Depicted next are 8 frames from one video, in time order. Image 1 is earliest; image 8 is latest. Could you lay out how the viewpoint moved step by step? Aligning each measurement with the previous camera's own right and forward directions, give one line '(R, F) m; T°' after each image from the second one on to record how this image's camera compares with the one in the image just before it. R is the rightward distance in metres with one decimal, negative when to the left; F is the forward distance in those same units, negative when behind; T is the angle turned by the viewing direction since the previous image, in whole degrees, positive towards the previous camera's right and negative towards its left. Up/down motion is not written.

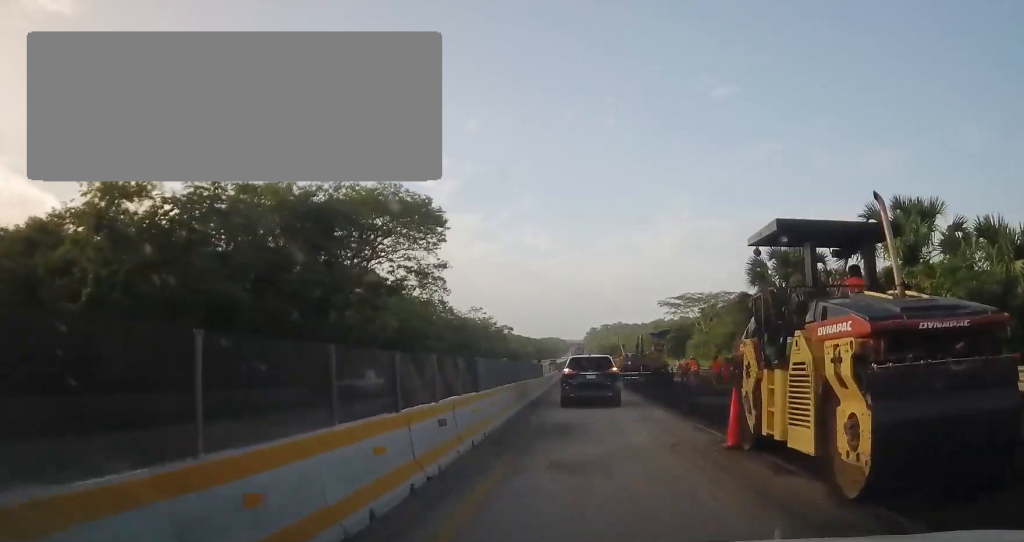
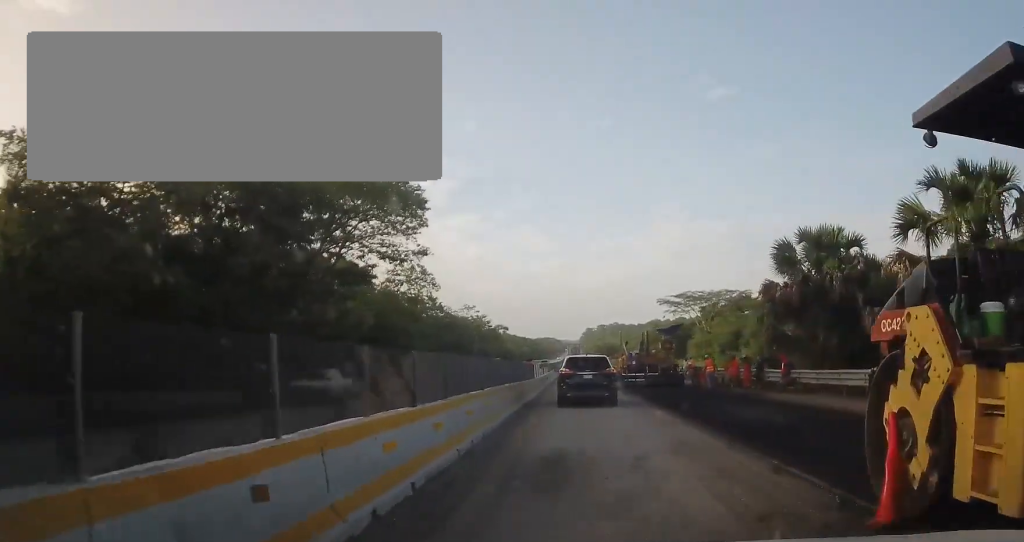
(+0.3, +5.3) m; +2°
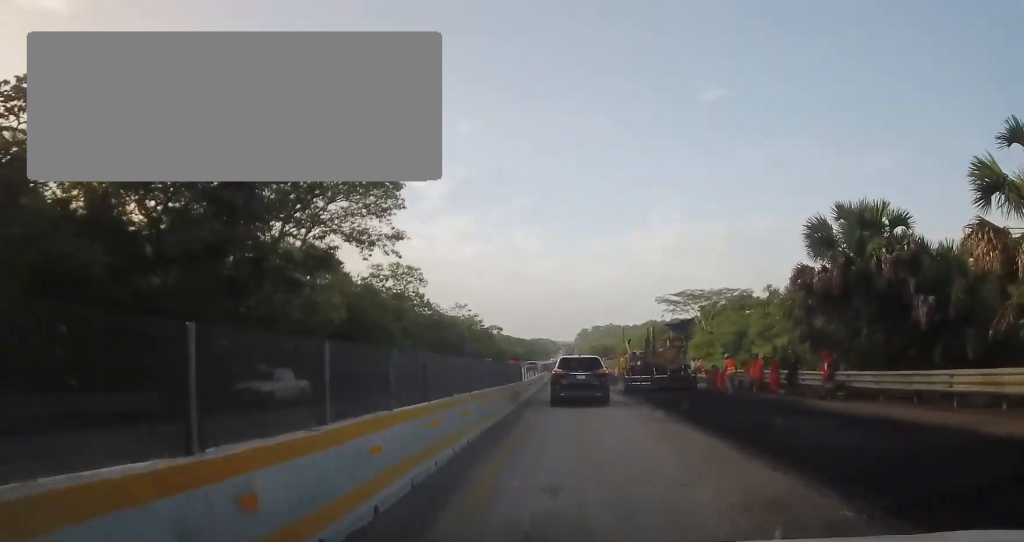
(+0.1, +5.2) m; +1°
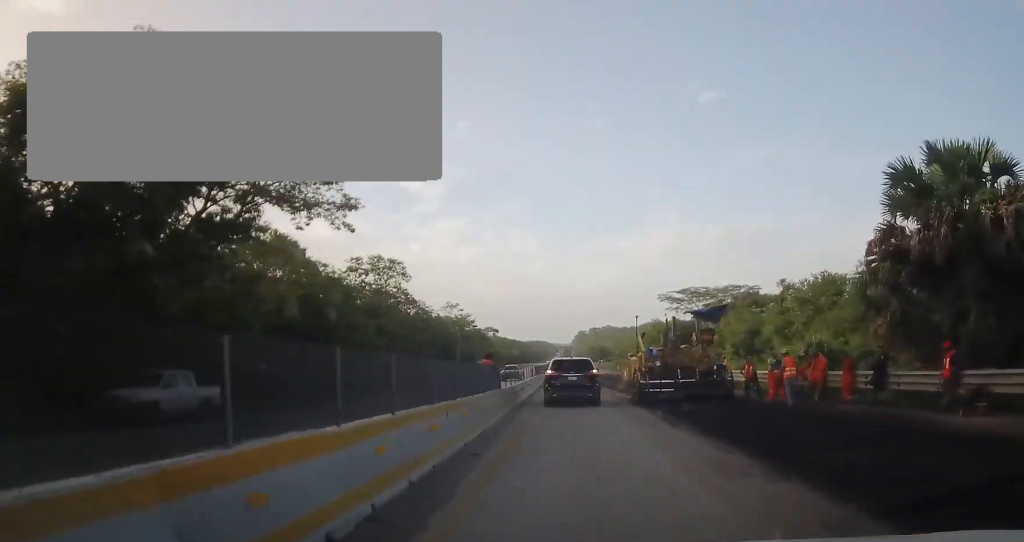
(0.0, +7.8) m; 0°
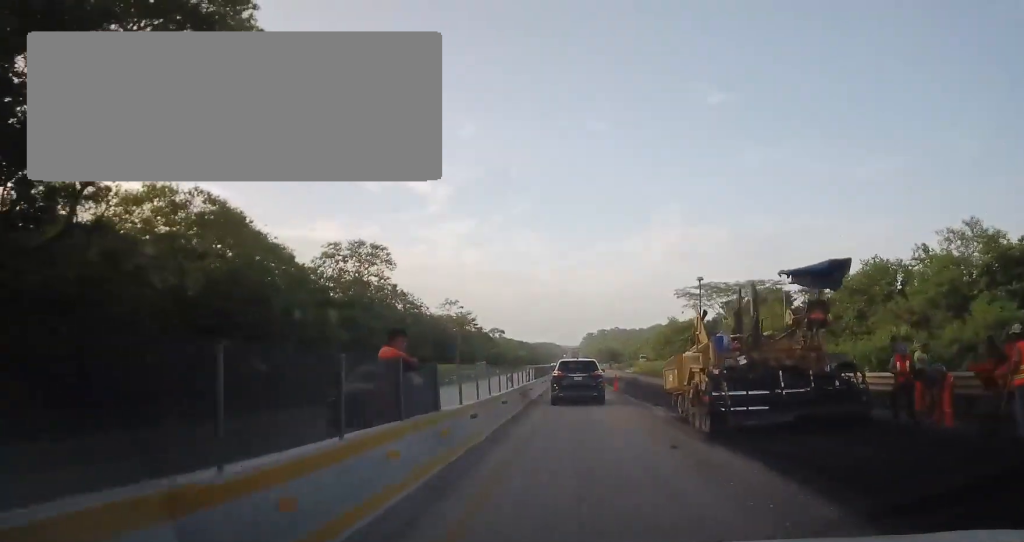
(0.0, +10.3) m; 0°
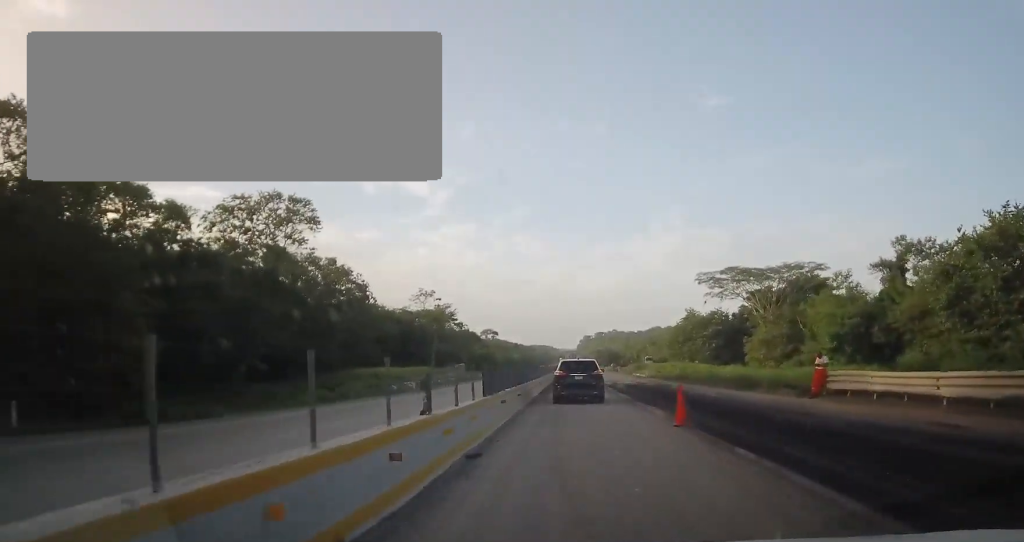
(-0.3, +20.1) m; -1°
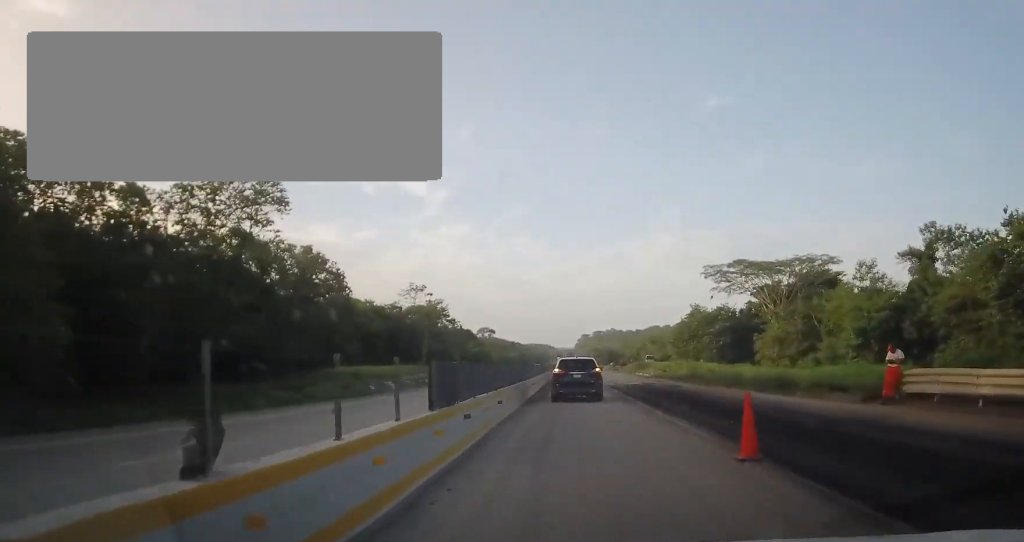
(0.0, +5.5) m; 0°
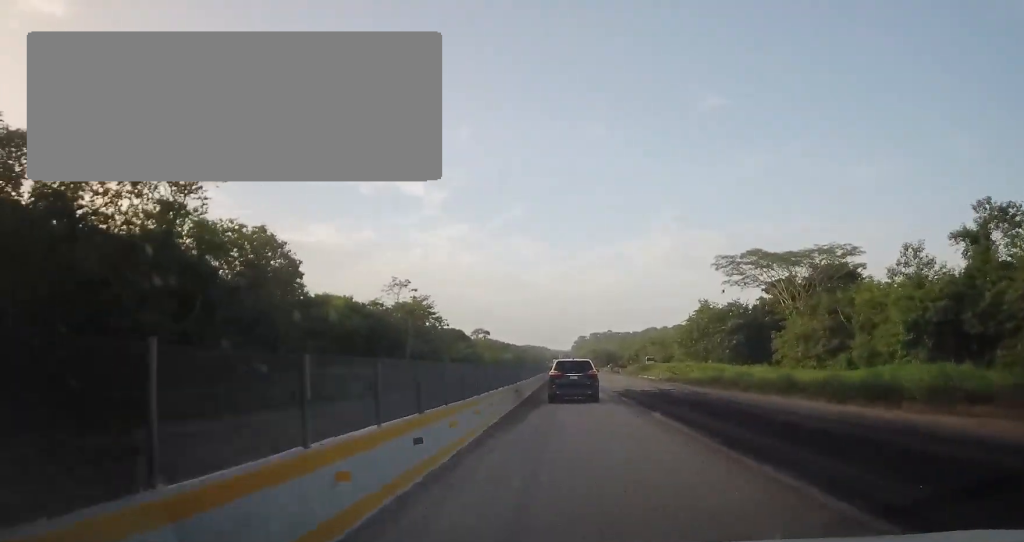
(0.0, +8.5) m; +1°
